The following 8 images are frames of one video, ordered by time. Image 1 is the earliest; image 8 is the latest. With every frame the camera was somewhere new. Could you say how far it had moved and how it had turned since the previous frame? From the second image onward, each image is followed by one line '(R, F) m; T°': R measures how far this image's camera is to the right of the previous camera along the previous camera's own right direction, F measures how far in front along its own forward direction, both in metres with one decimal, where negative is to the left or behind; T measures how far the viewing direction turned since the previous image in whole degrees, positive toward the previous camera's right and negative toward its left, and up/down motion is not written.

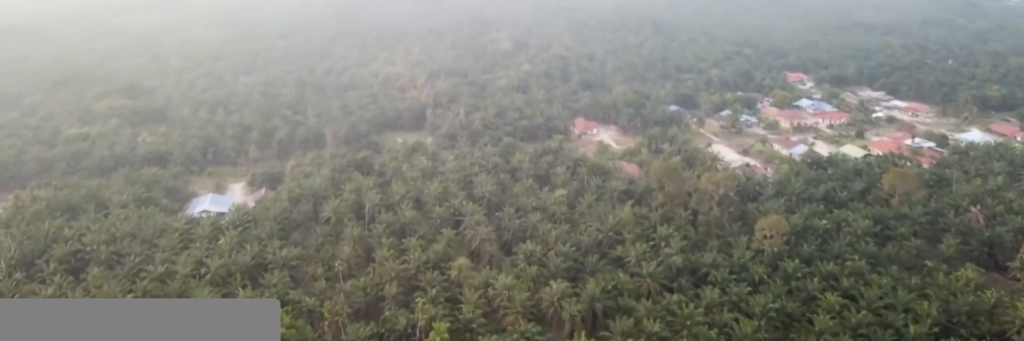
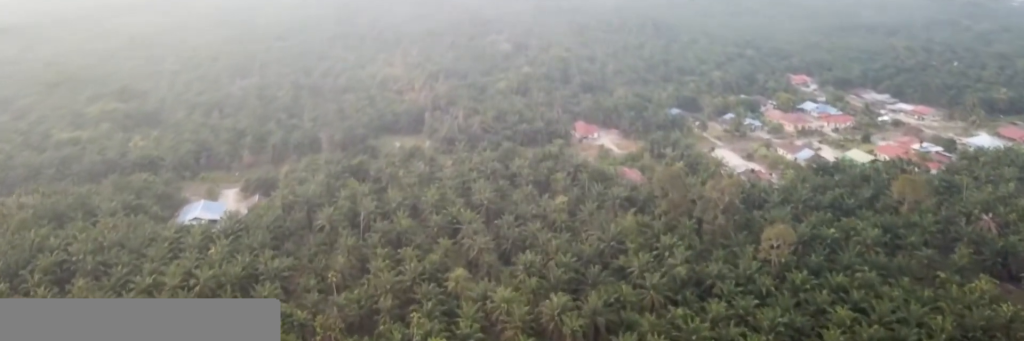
(0.0, +7.0) m; 0°
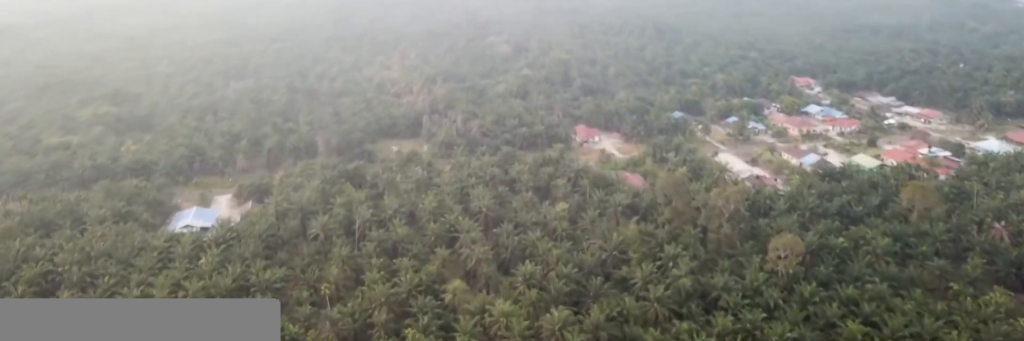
(0.0, +7.5) m; 0°
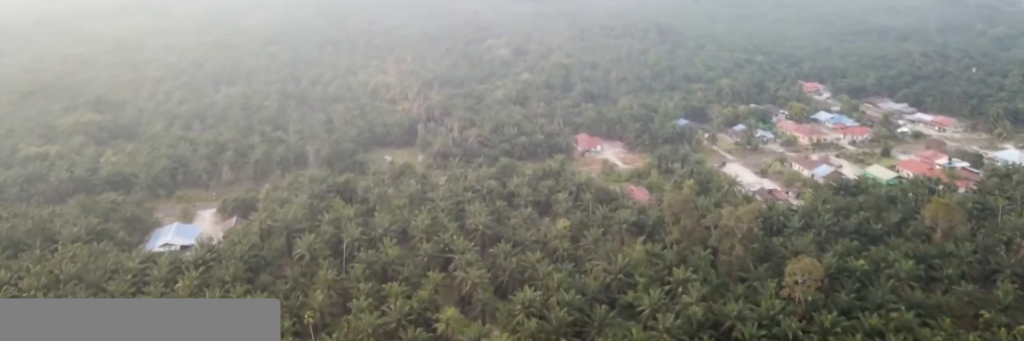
(0.0, +15.4) m; 0°
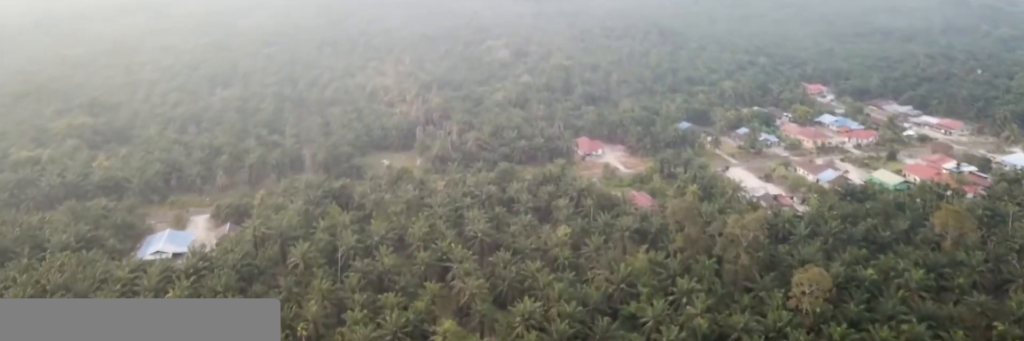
(0.0, +6.0) m; 0°
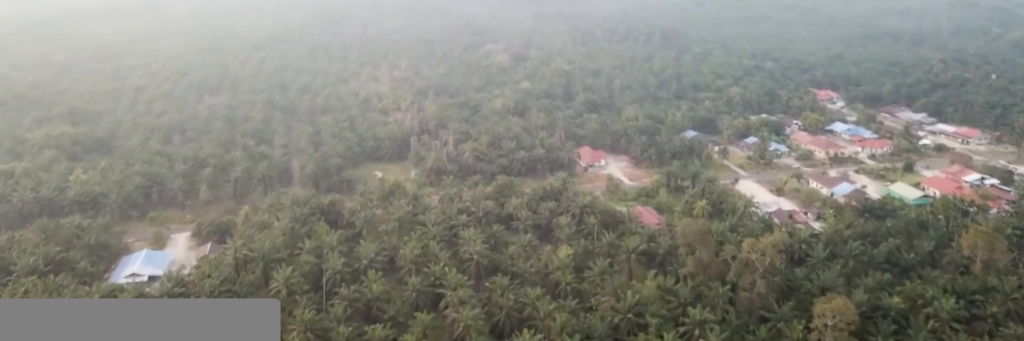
(0.0, +16.4) m; 0°
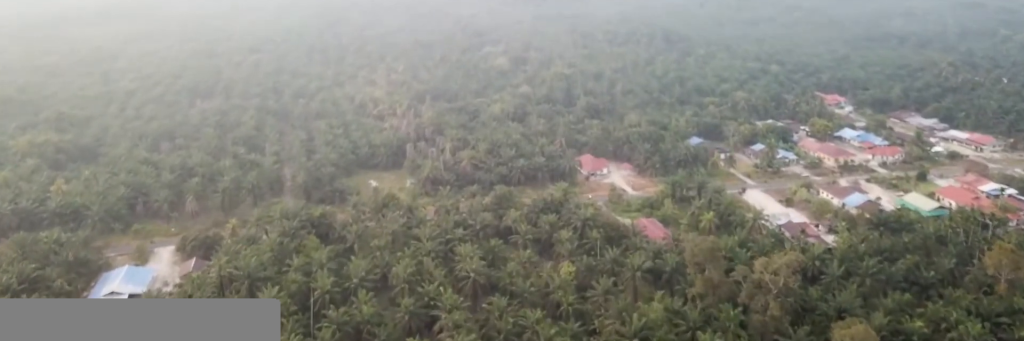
(0.0, +11.4) m; 0°
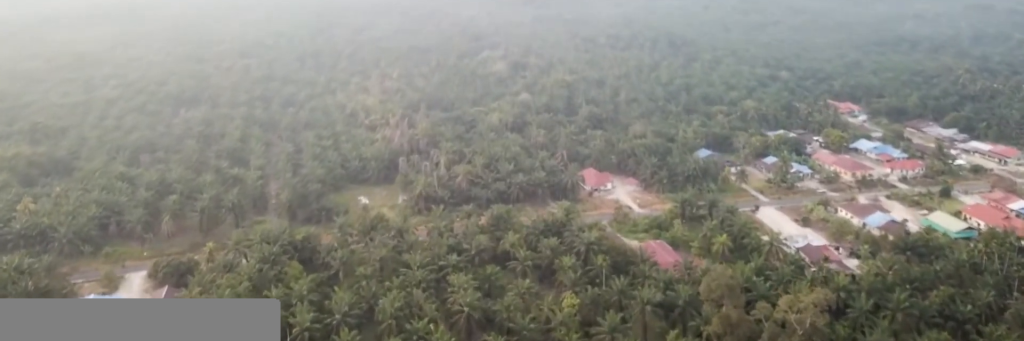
(0.0, +19.2) m; 0°
